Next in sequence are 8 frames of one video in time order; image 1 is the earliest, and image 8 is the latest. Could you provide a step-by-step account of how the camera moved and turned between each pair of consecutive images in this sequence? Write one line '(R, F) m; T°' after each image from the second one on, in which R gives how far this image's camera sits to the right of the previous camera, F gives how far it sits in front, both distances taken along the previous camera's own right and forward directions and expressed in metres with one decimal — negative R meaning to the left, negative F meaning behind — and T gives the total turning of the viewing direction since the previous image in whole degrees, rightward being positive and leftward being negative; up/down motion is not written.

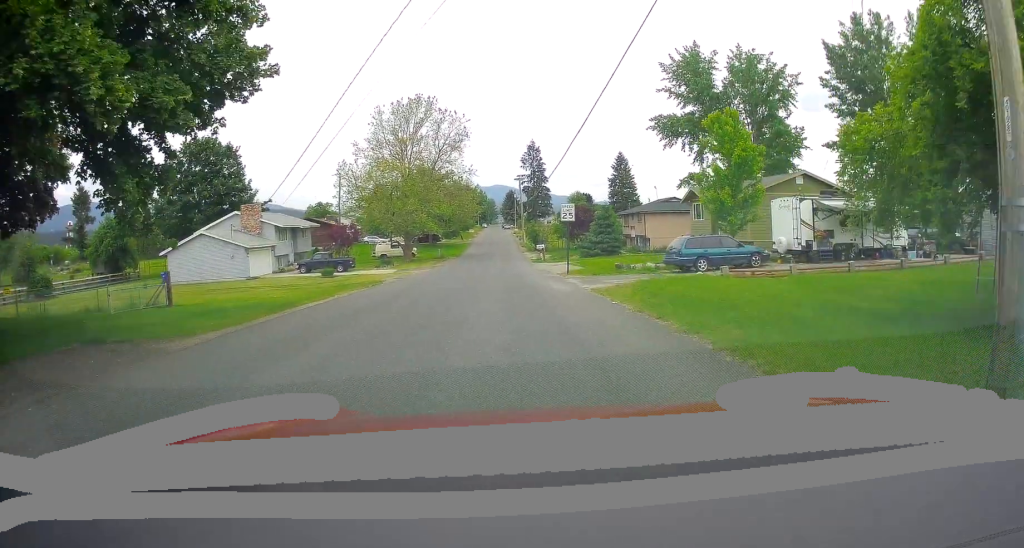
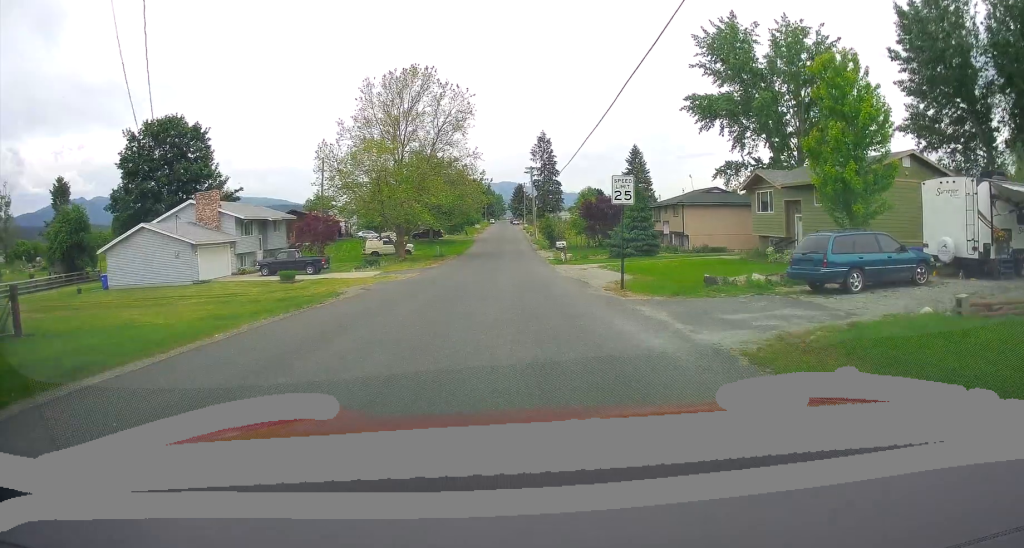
(-0.1, +12.1) m; -3°
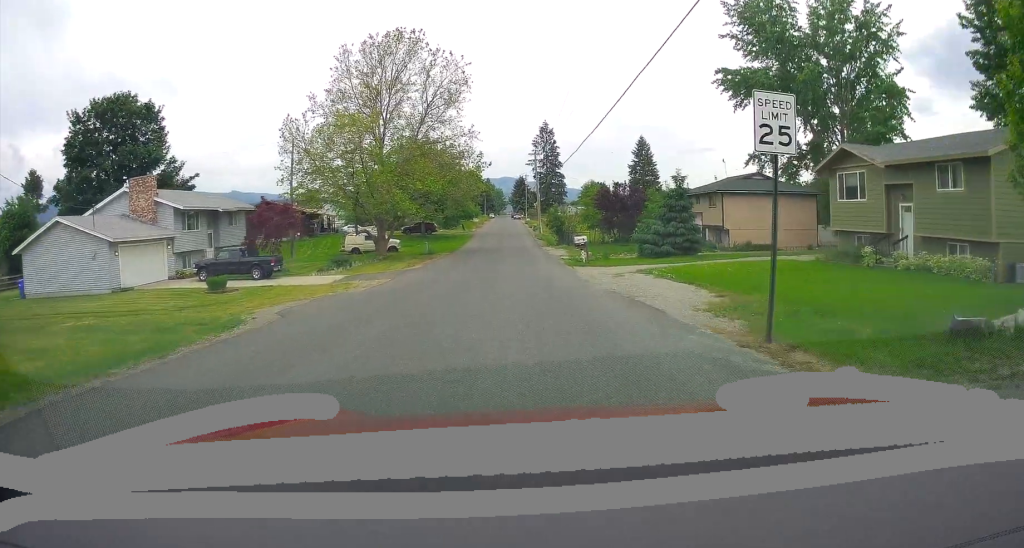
(-0.5, +10.9) m; -2°
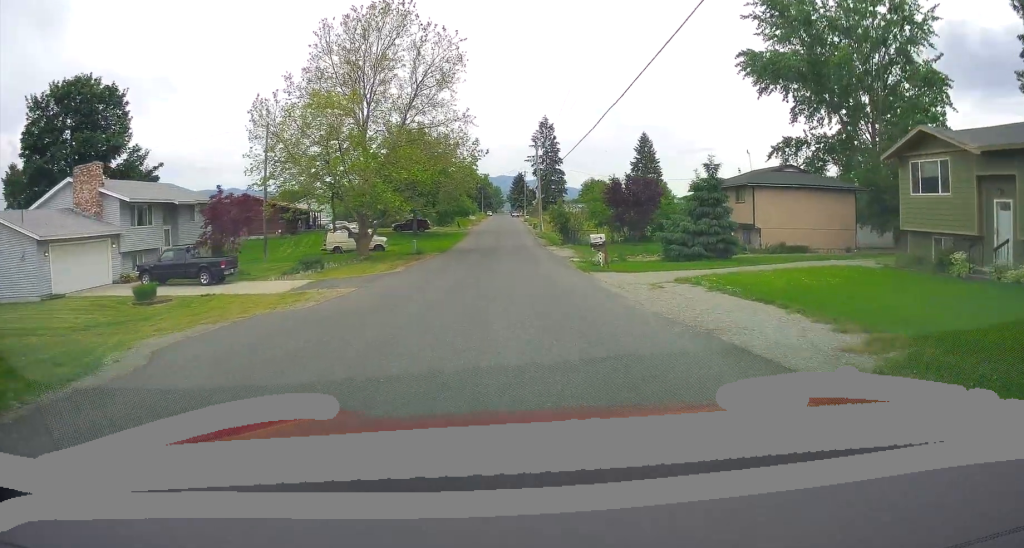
(+0.1, +6.5) m; -1°
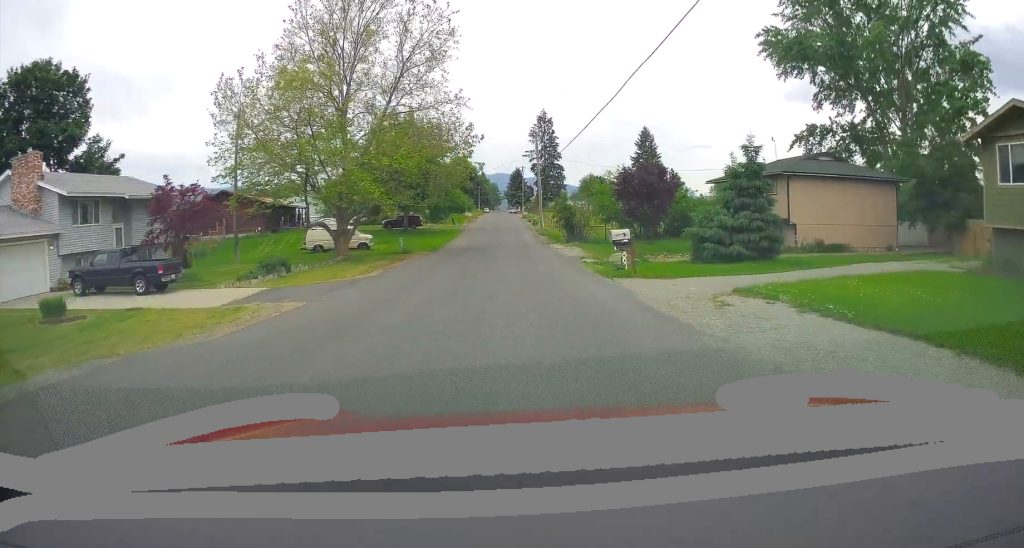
(+0.1, +5.5) m; 0°
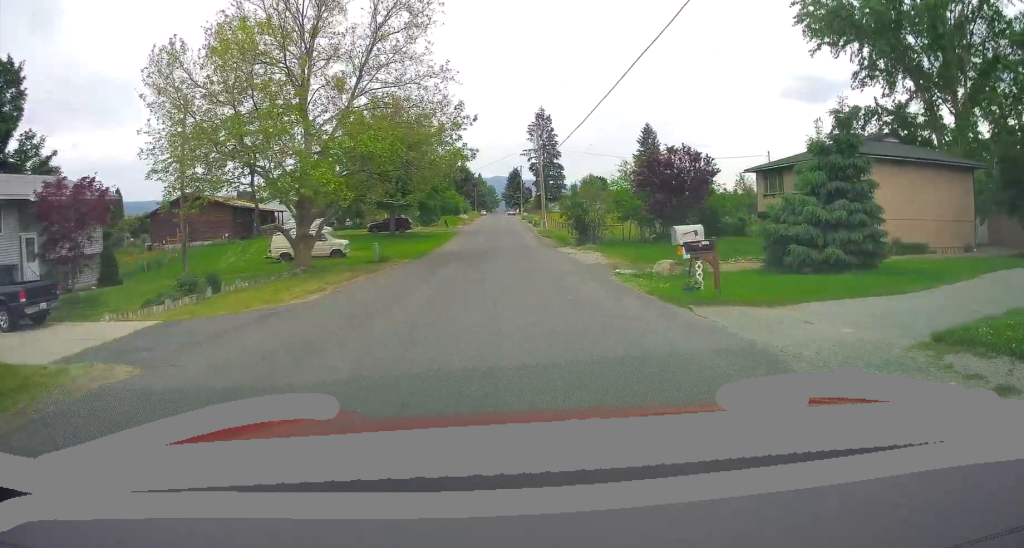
(-0.2, +7.7) m; +1°
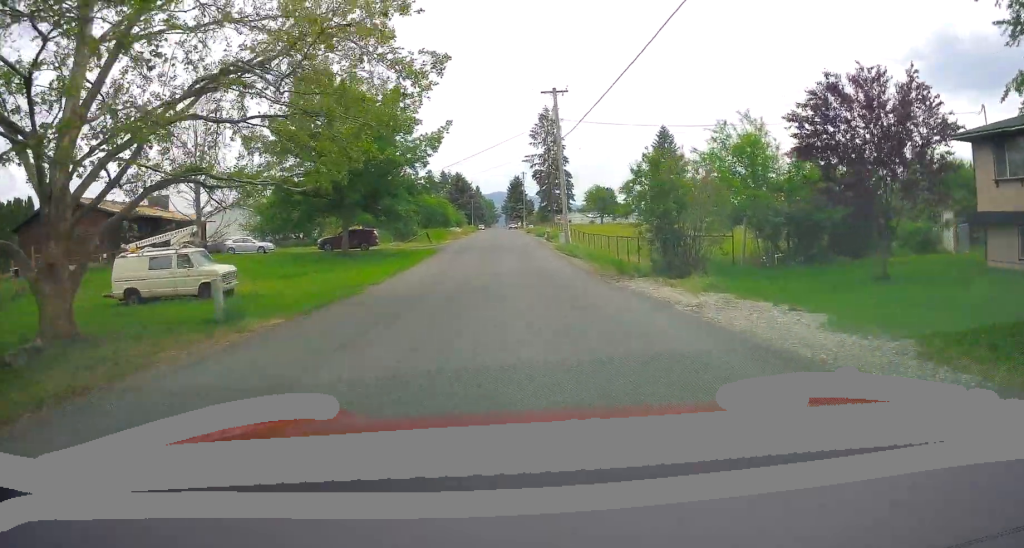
(+1.1, +19.6) m; +5°
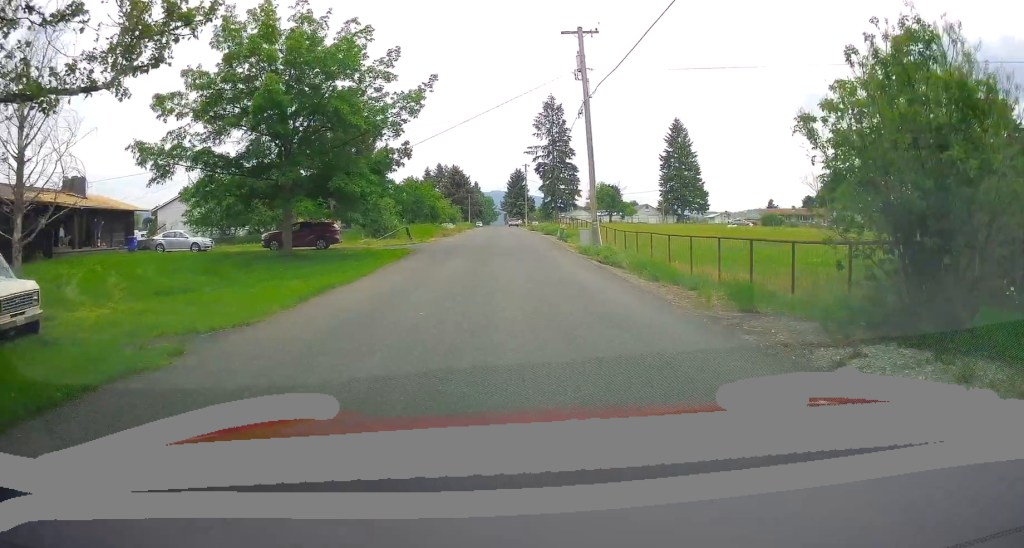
(0.0, +12.0) m; -1°
